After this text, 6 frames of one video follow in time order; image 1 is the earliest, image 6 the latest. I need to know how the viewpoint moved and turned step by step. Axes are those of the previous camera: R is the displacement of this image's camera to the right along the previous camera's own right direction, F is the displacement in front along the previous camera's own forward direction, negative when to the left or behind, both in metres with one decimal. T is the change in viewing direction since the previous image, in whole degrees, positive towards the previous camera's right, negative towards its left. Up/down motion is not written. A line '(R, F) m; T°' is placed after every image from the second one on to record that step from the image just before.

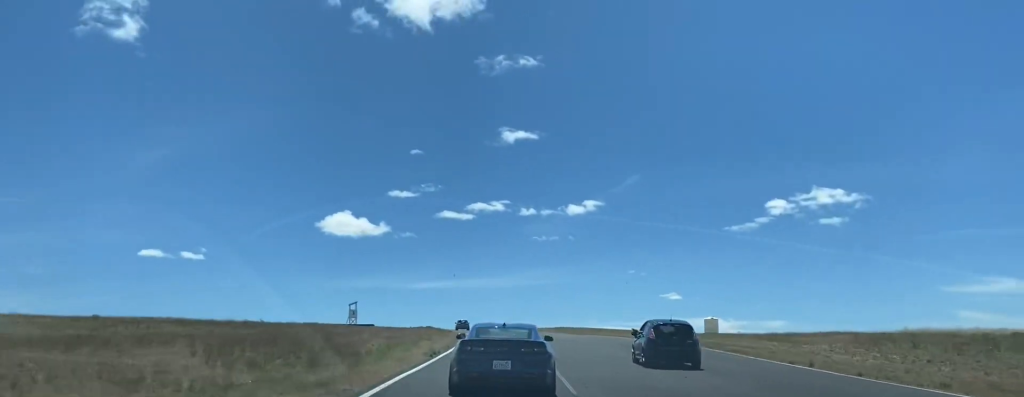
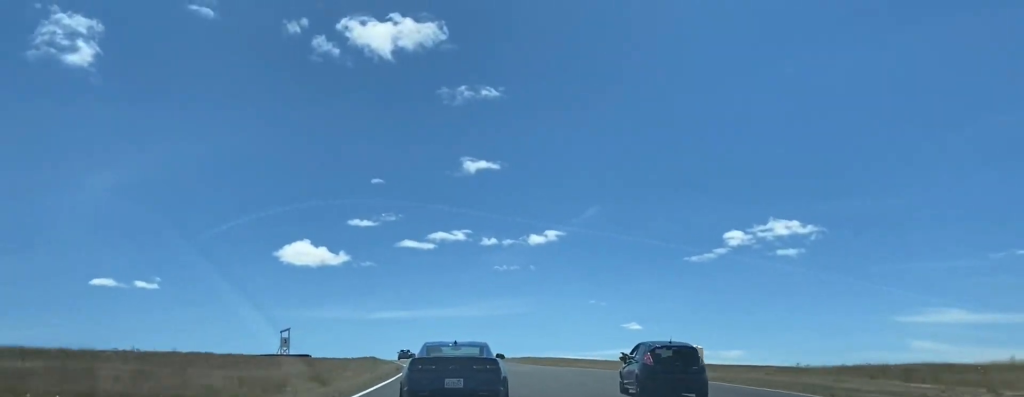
(+1.3, +18.1) m; +2°
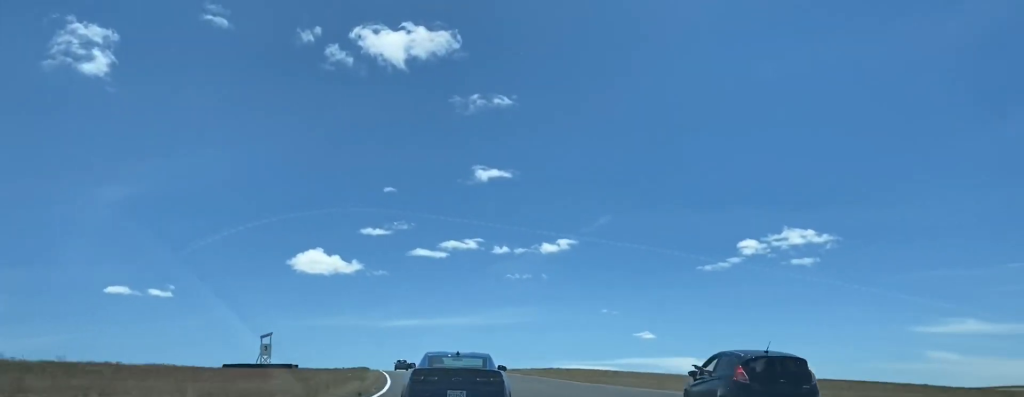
(+0.1, +17.5) m; 0°
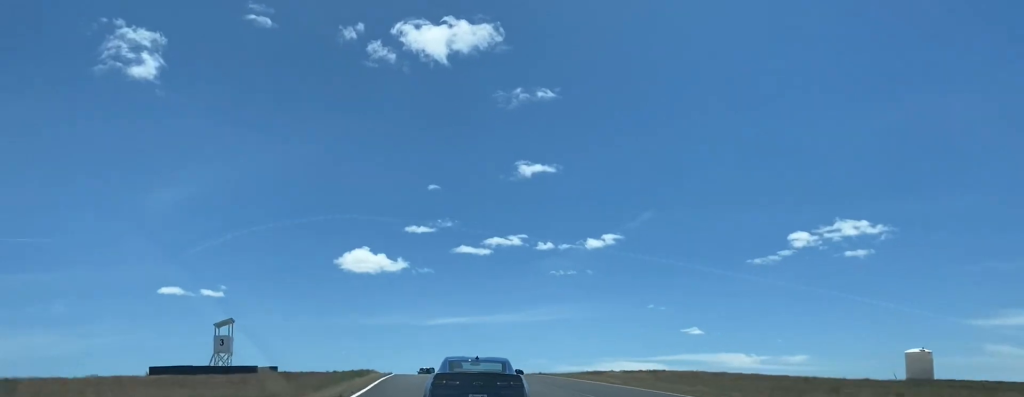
(-0.7, +34.8) m; -2°
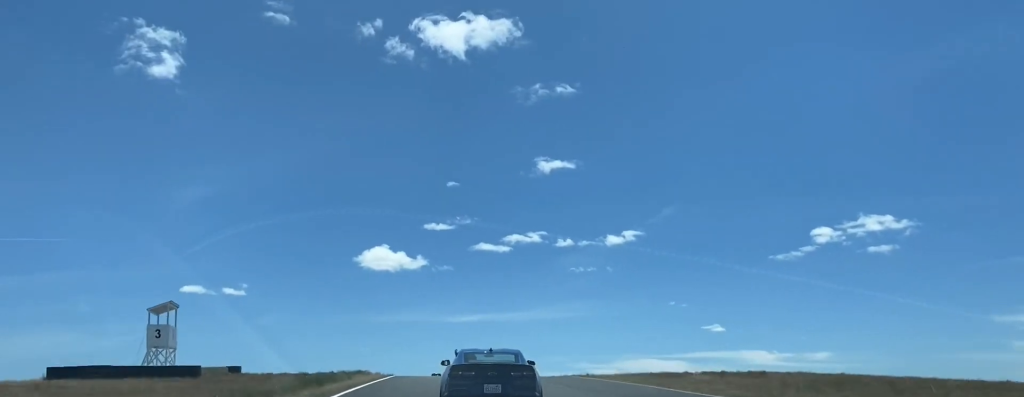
(0.0, +17.7) m; -1°
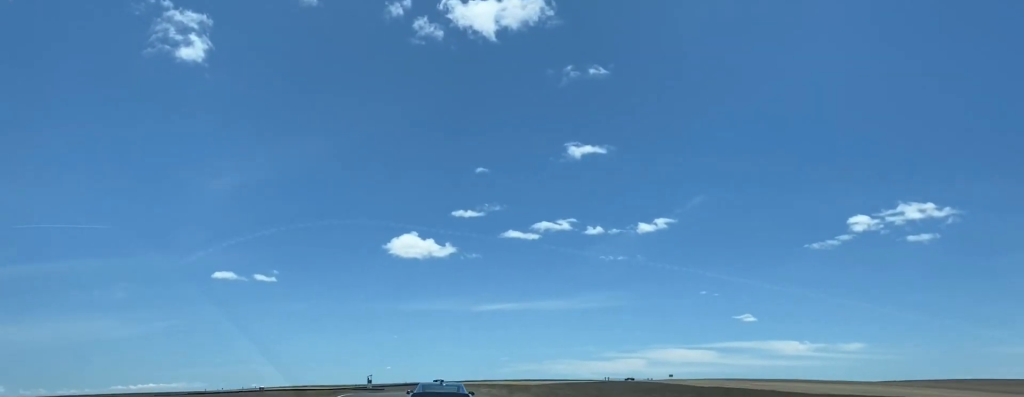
(-2.0, +65.0) m; -3°
